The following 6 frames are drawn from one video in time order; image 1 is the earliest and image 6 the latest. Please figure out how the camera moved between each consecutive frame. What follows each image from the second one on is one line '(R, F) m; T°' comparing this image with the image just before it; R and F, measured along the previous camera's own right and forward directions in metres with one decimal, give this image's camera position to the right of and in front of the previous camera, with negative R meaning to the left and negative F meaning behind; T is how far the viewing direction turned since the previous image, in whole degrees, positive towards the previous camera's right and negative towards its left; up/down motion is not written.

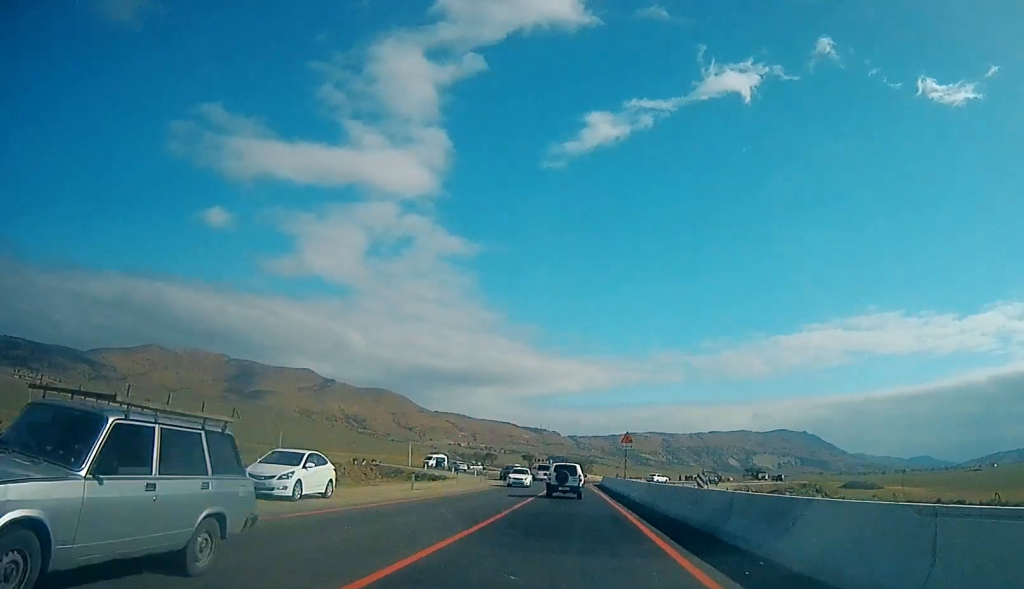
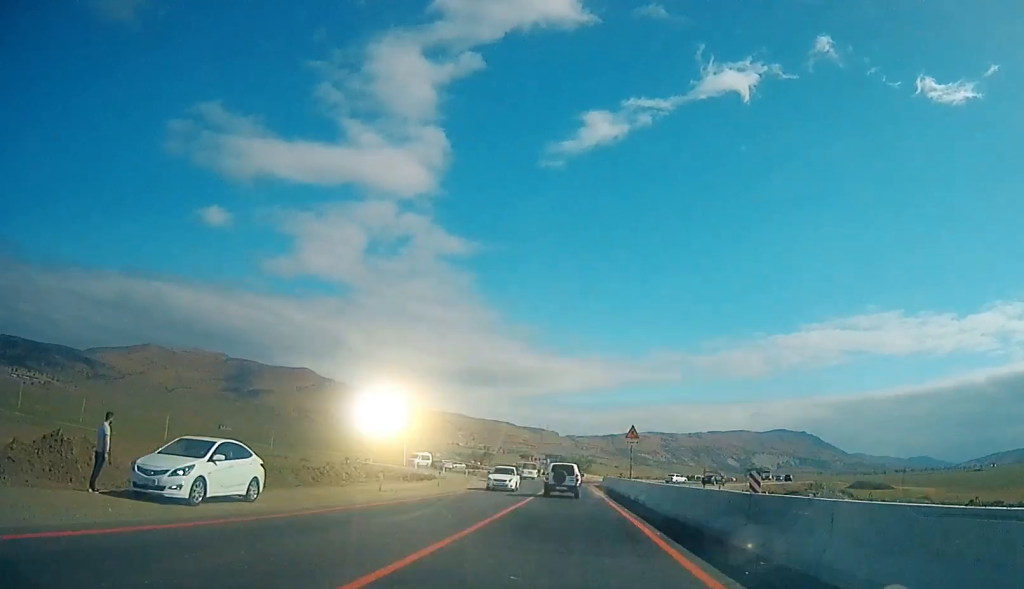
(+0.1, +4.5) m; +1°
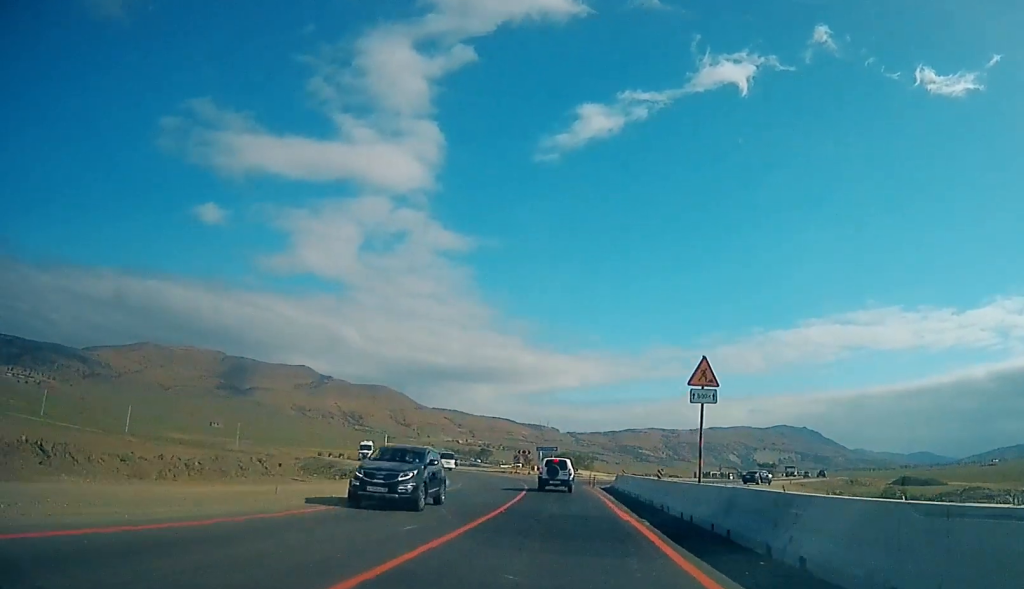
(-1.0, +19.8) m; -6°
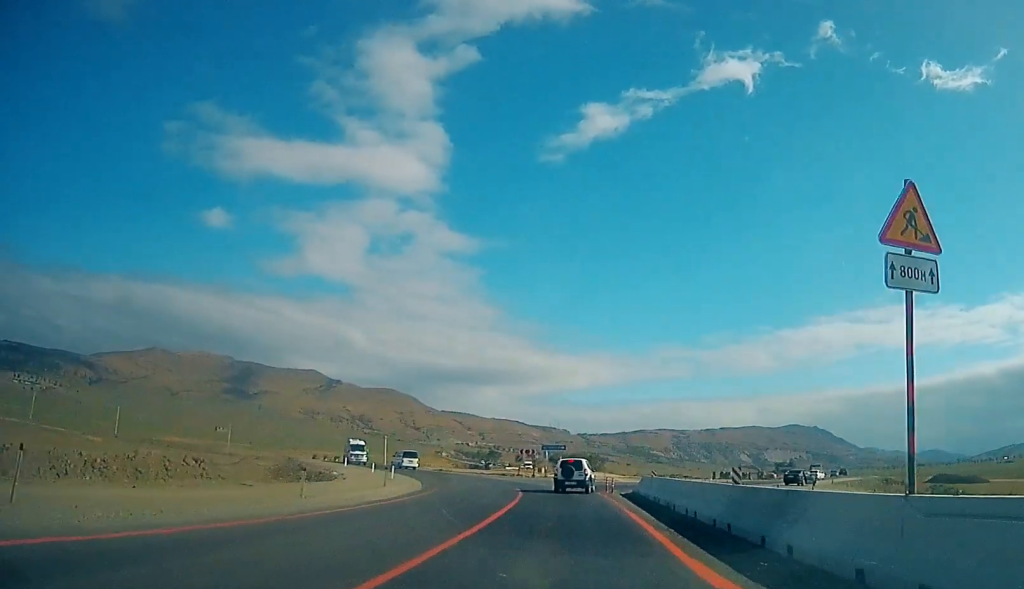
(-0.5, +9.7) m; +1°
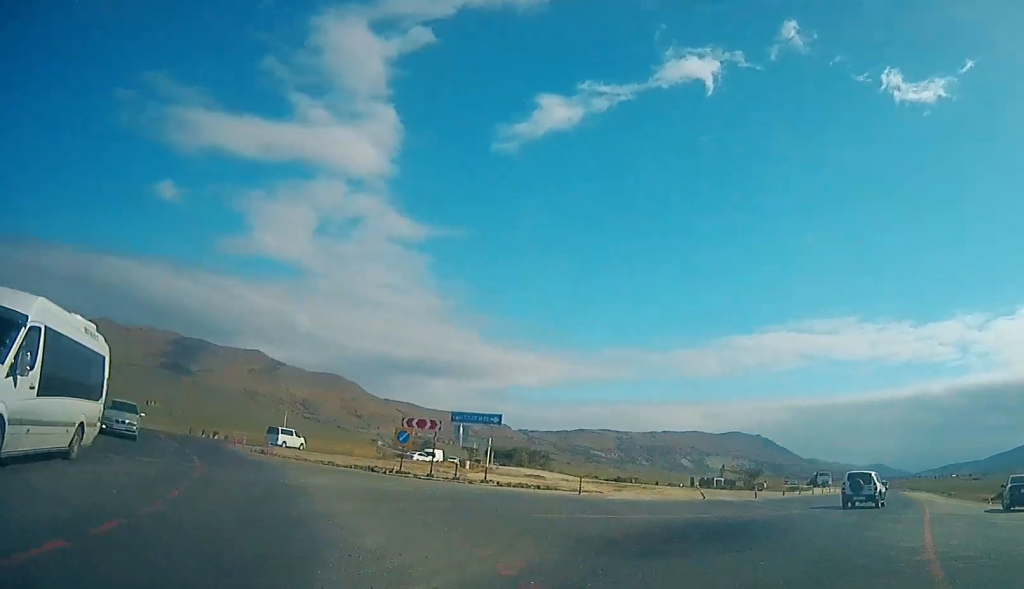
(-0.4, +35.6) m; -3°
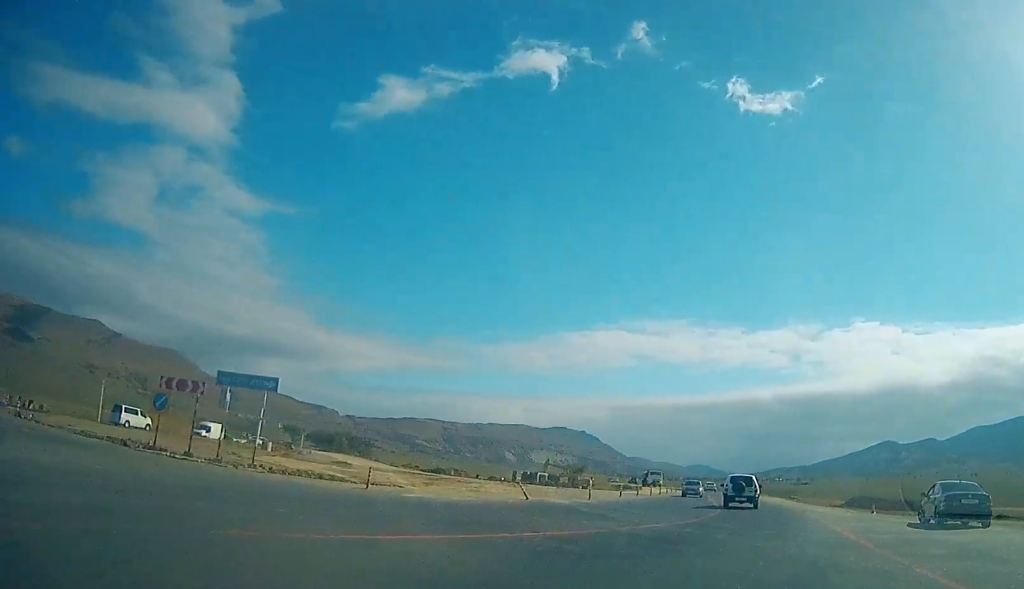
(+0.7, +8.0) m; +9°
